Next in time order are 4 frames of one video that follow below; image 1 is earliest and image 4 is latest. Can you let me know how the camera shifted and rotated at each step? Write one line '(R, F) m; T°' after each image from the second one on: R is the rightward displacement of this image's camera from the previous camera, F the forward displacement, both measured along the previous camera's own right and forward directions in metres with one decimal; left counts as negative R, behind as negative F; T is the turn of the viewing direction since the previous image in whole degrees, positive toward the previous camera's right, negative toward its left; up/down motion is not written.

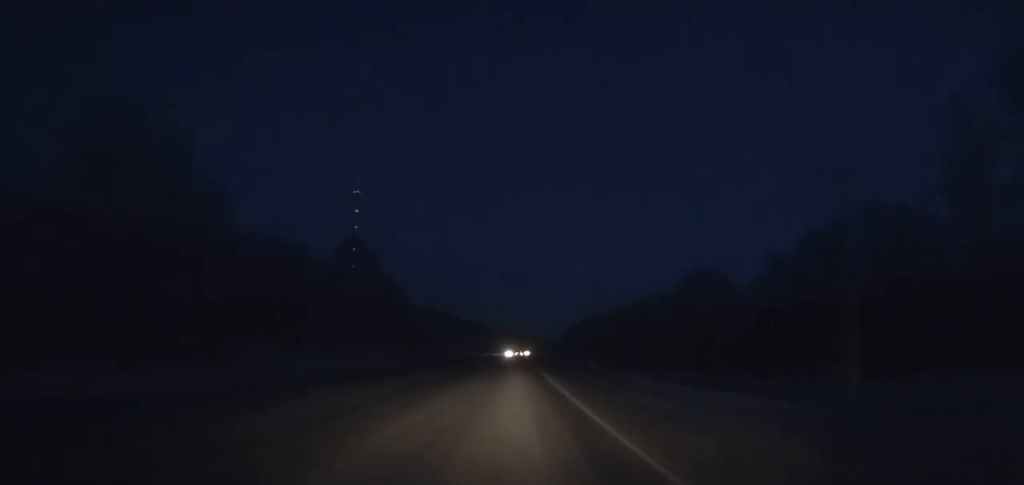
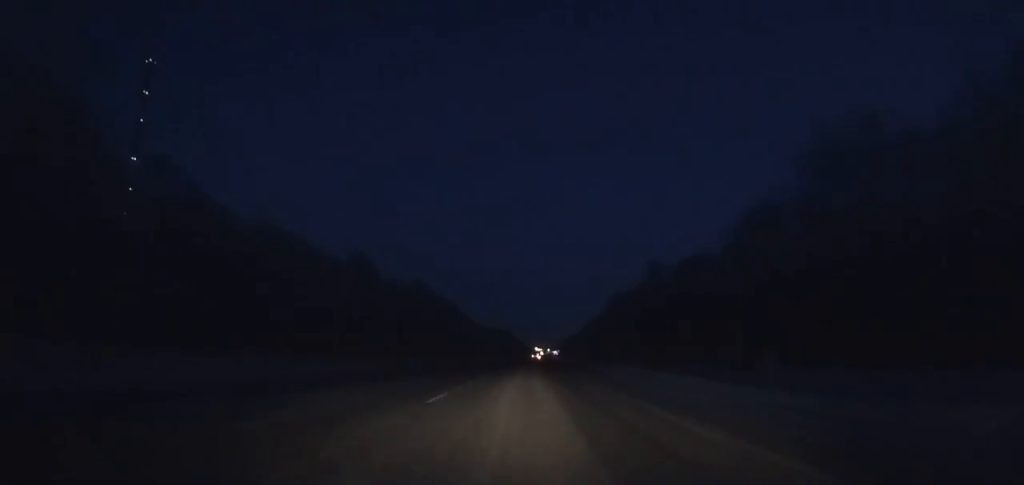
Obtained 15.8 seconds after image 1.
(+16.1, +344.1) m; +9°
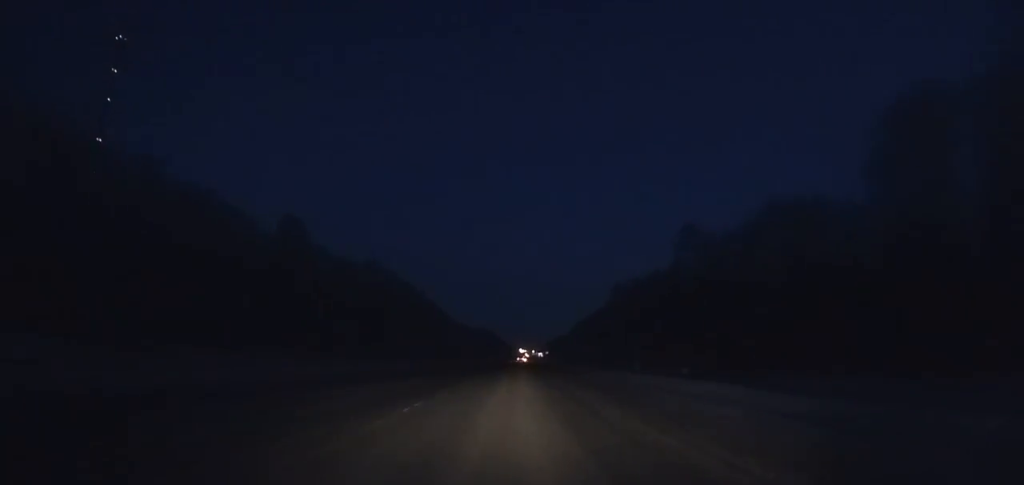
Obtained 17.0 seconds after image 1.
(+0.4, +26.0) m; +1°
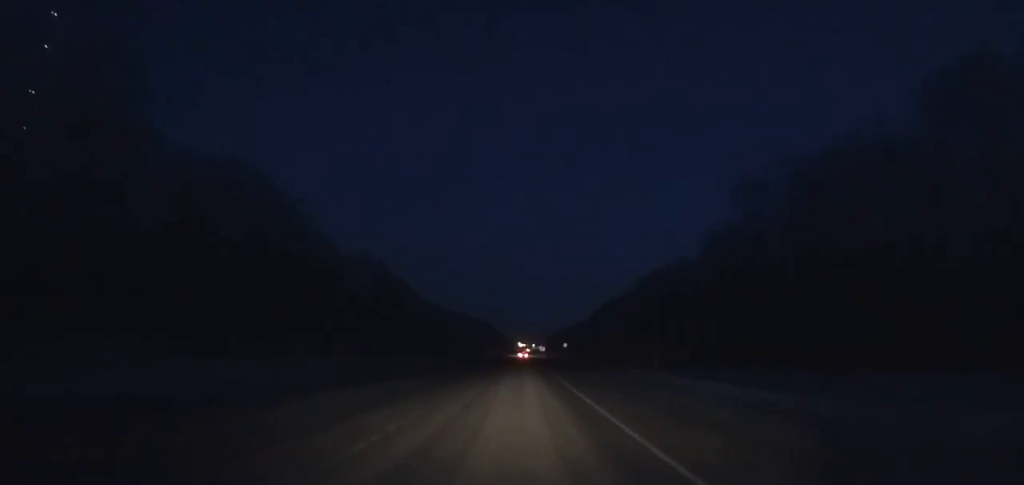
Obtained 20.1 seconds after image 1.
(+0.4, +67.0) m; 0°
